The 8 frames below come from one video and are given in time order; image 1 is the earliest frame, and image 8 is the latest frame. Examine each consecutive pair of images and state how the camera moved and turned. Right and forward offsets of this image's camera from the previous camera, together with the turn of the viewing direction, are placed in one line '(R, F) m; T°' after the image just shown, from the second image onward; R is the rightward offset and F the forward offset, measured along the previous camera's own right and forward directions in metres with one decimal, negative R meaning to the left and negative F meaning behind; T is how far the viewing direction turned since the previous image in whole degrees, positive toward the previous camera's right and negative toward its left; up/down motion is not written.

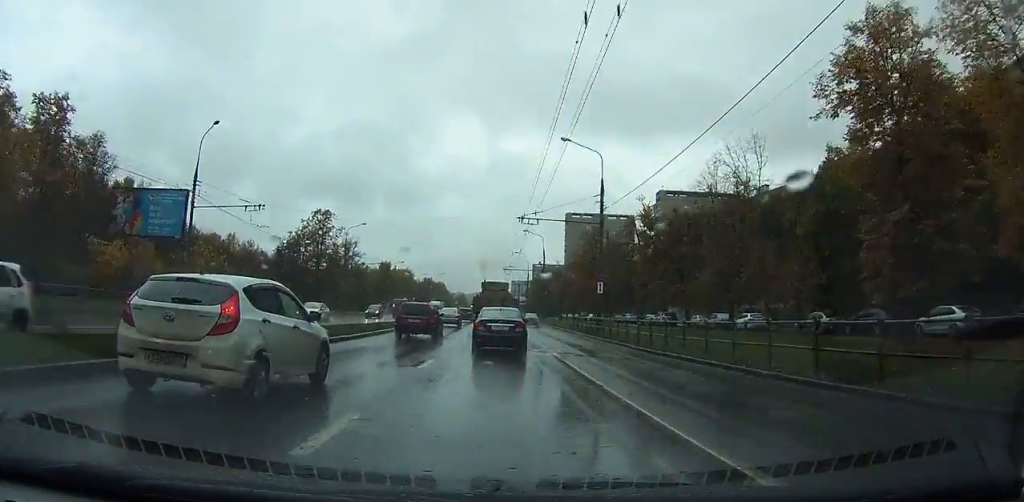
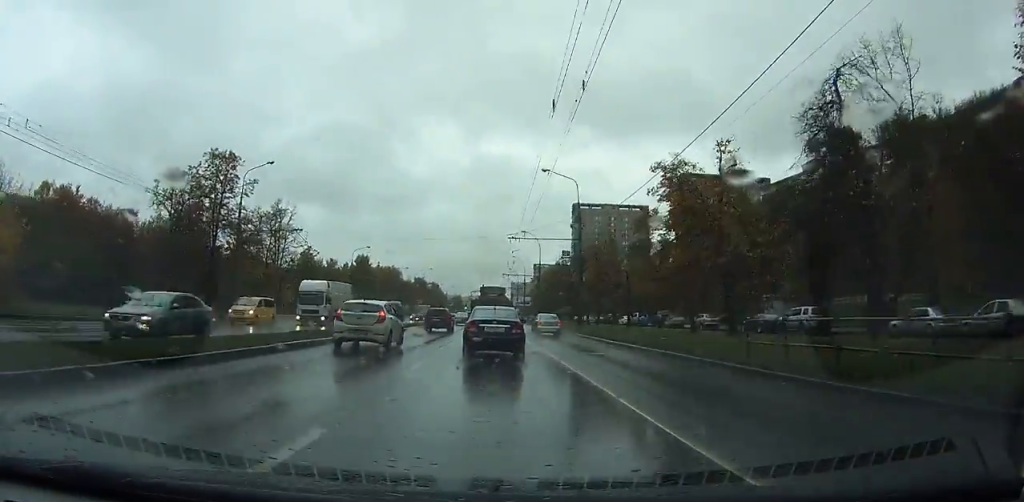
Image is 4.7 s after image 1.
(-0.2, +32.4) m; -1°
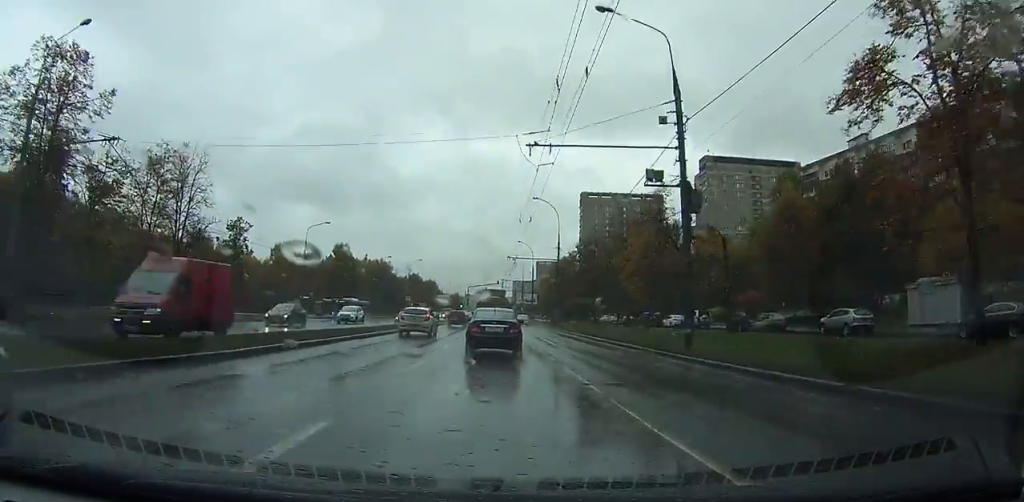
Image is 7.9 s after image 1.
(-0.1, +23.4) m; 0°
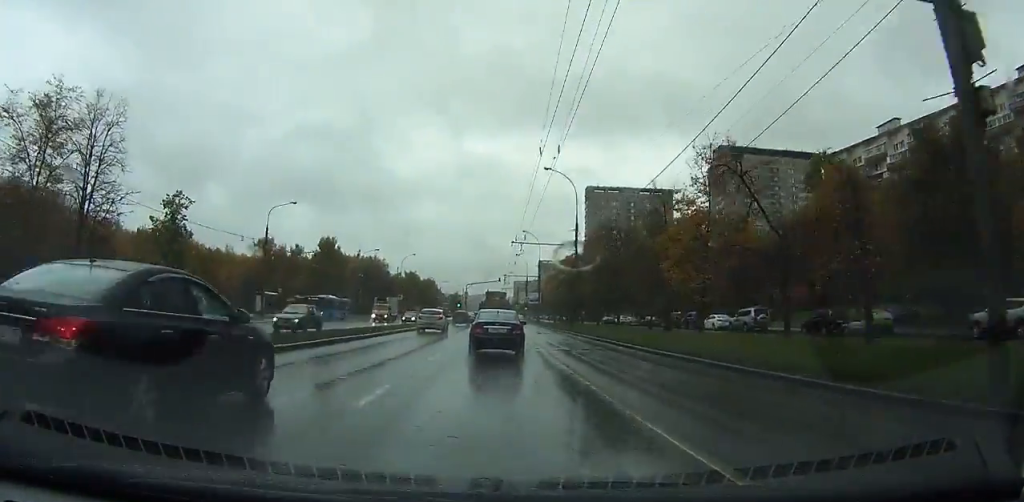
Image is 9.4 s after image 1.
(0.0, +12.0) m; 0°
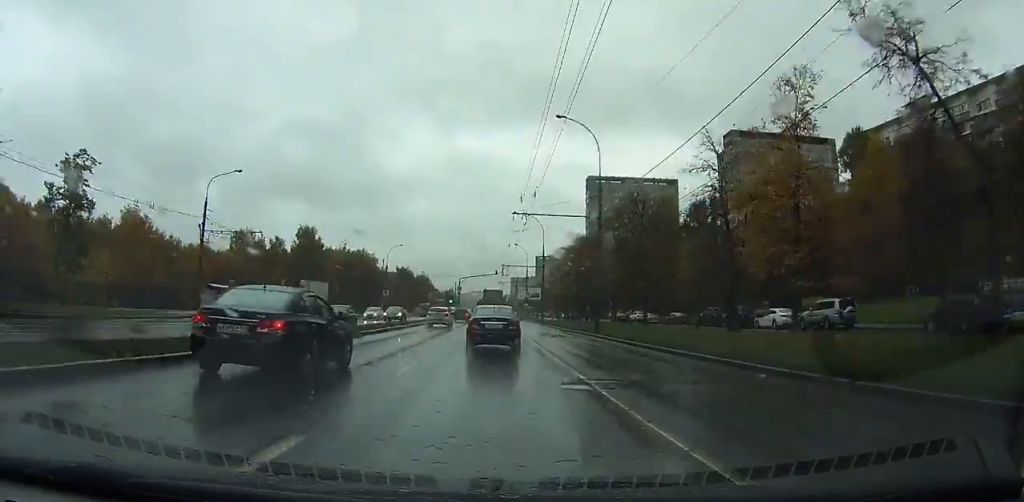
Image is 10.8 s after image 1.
(0.0, +11.9) m; 0°
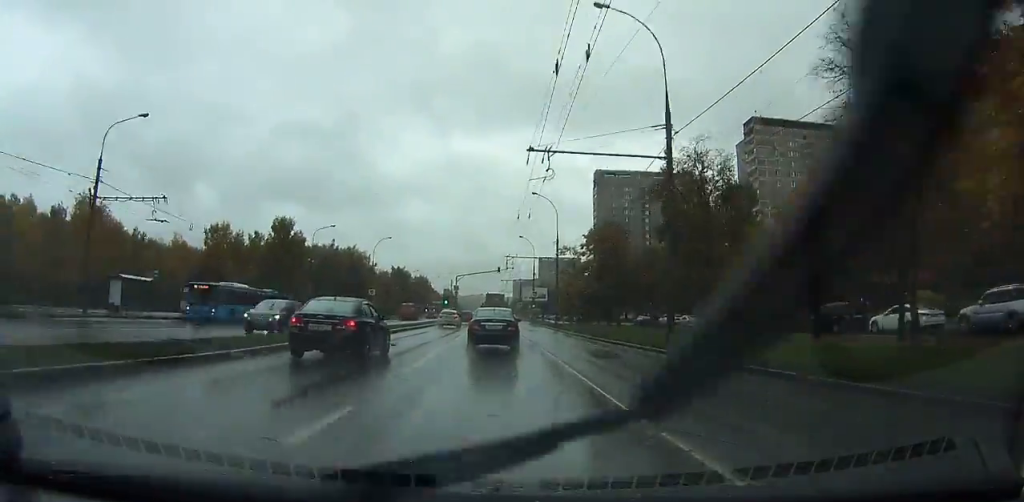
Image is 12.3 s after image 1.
(-0.1, +13.7) m; 0°
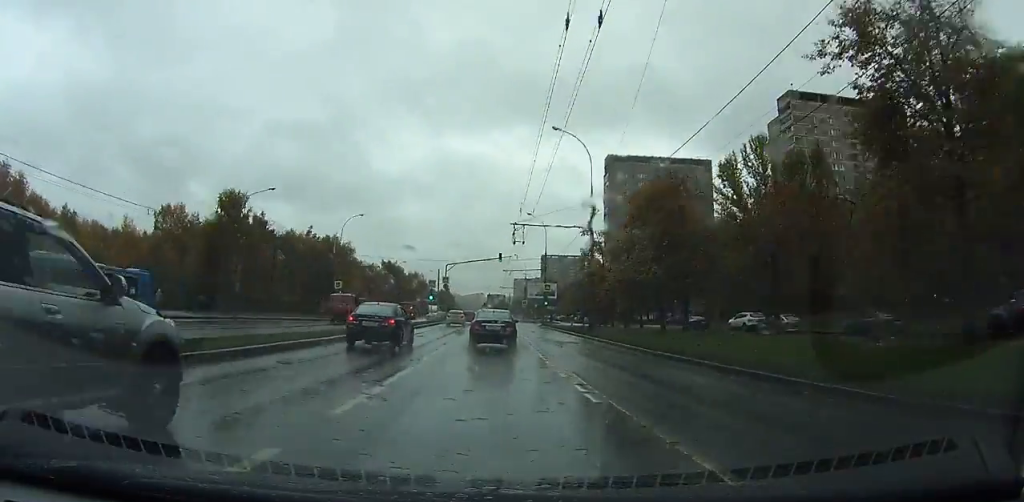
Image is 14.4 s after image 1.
(+0.1, +20.4) m; 0°
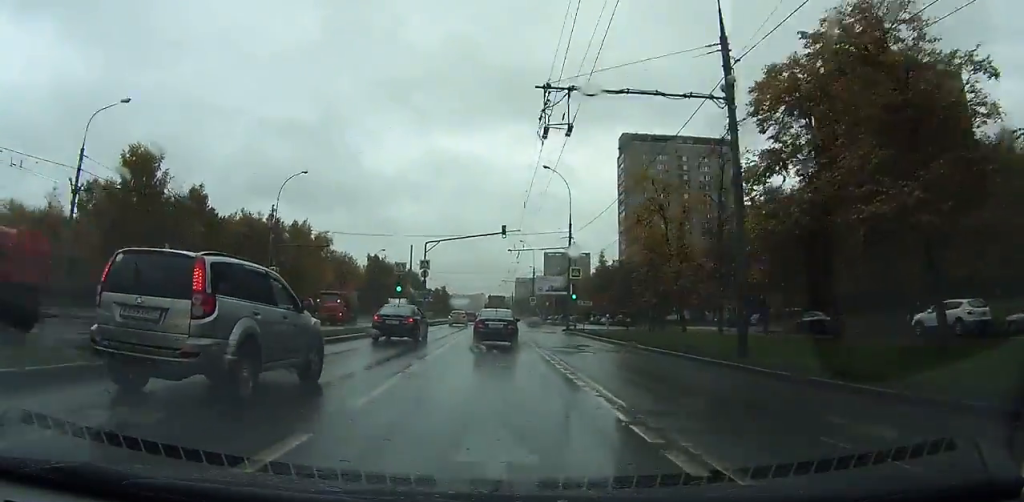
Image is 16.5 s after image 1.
(+0.1, +21.7) m; 0°
